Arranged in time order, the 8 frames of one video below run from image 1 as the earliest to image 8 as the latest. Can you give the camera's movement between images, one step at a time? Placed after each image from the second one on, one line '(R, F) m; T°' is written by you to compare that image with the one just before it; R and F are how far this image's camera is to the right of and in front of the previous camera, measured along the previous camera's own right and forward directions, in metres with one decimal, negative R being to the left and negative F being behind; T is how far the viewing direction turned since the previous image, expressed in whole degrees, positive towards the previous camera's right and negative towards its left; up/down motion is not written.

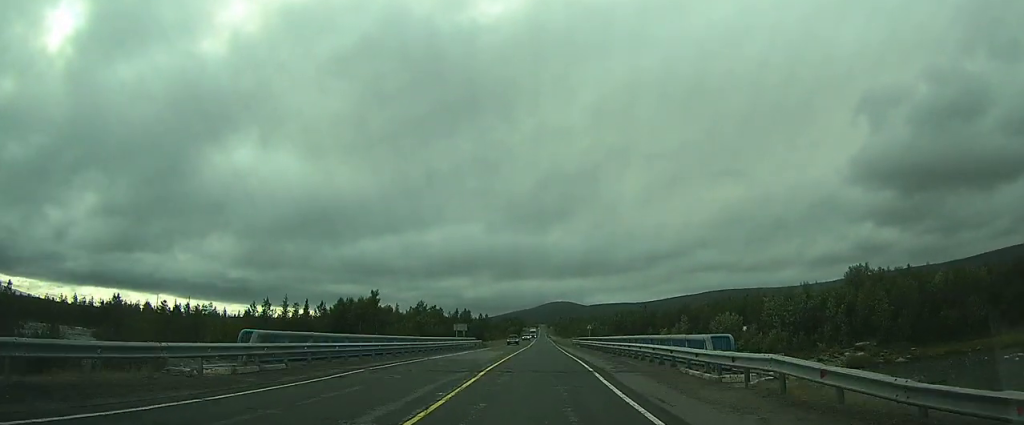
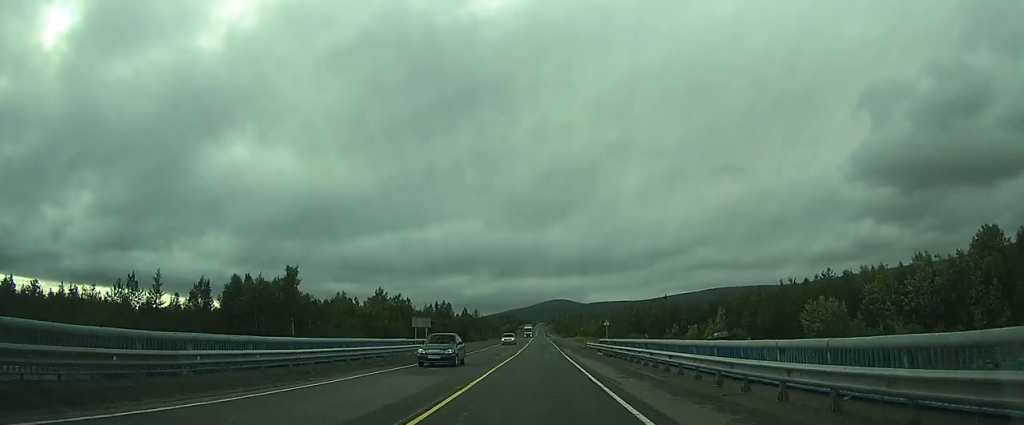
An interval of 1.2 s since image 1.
(0.0, +27.5) m; 0°
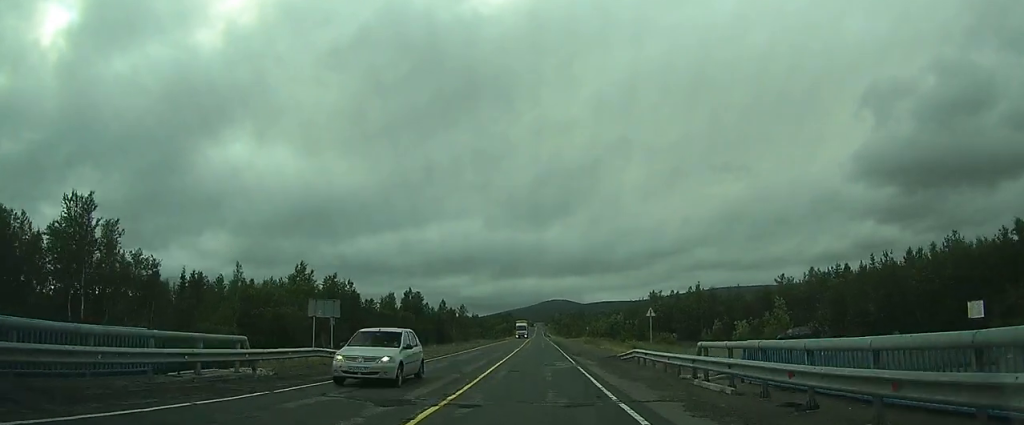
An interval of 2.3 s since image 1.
(0.0, +27.6) m; 0°
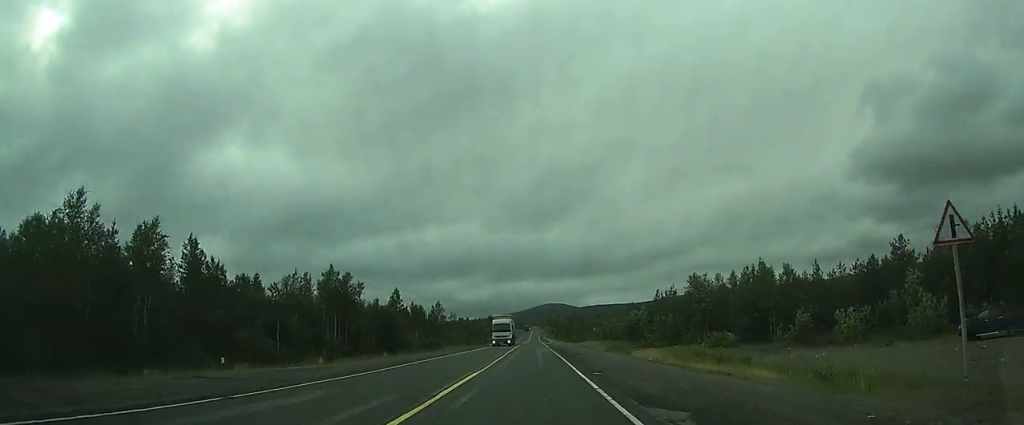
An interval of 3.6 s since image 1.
(0.0, +30.1) m; 0°
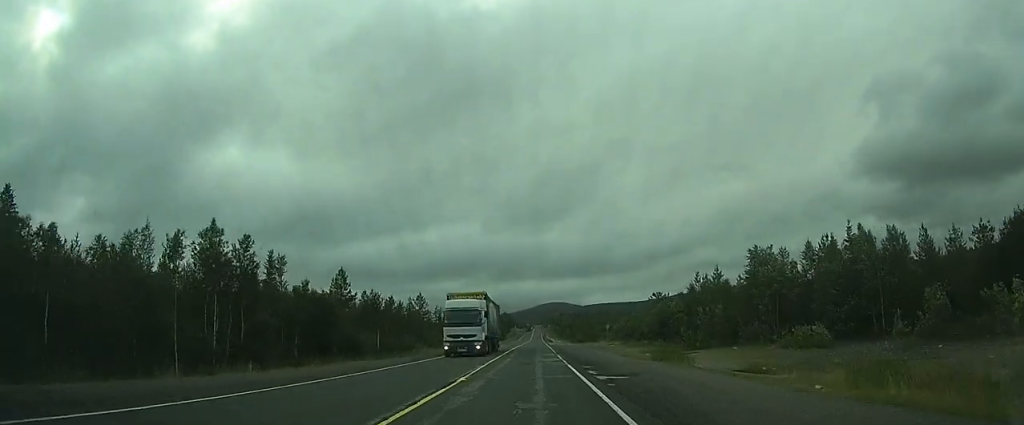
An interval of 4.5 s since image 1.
(0.0, +20.6) m; 0°
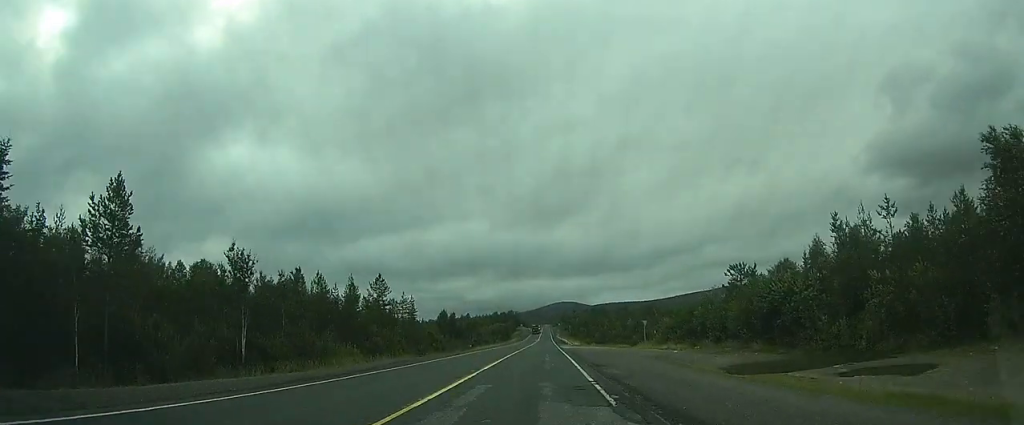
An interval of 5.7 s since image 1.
(+0.1, +30.0) m; 0°
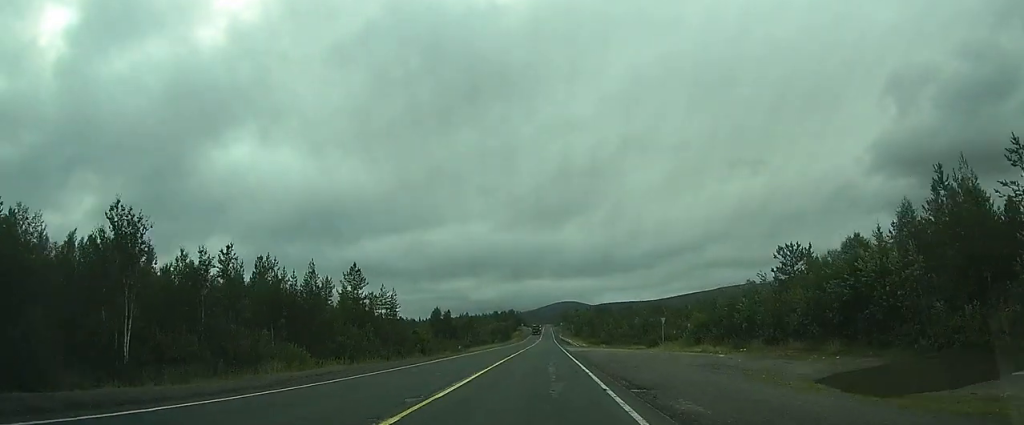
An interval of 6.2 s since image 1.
(0.0, +10.2) m; 0°
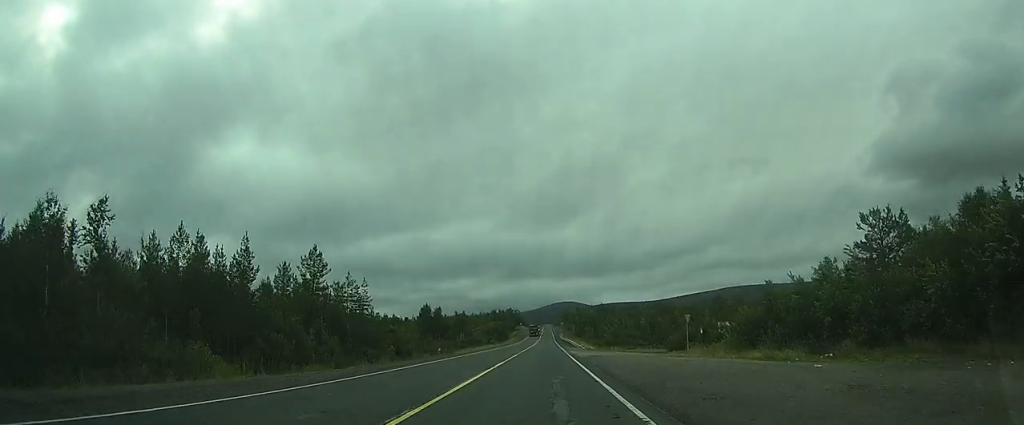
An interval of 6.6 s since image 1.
(0.0, +11.0) m; 0°
